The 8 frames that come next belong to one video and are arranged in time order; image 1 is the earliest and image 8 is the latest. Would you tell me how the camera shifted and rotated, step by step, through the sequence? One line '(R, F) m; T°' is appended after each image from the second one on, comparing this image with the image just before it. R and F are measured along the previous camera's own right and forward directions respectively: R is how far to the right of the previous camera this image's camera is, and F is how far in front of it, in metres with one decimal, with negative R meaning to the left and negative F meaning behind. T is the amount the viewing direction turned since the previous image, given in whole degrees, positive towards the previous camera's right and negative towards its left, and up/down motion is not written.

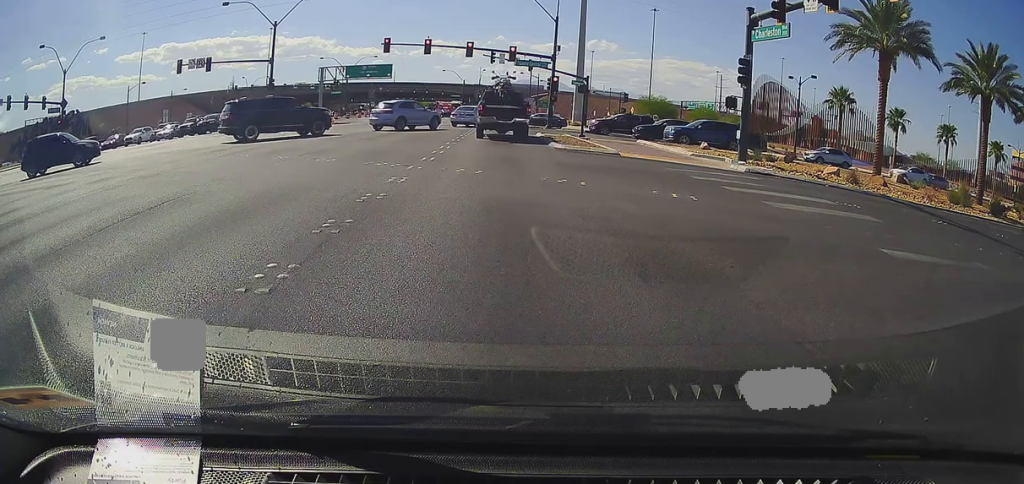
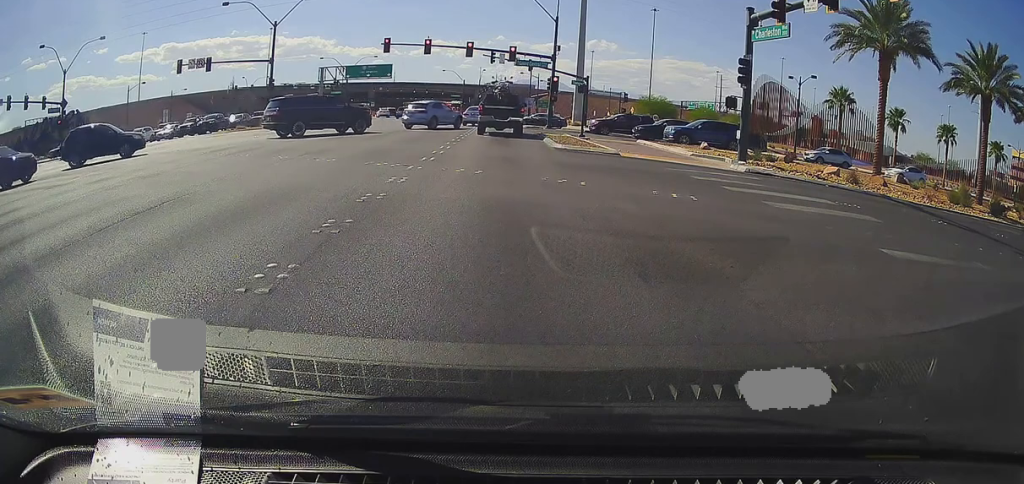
(0.0, 0.0) m; 0°
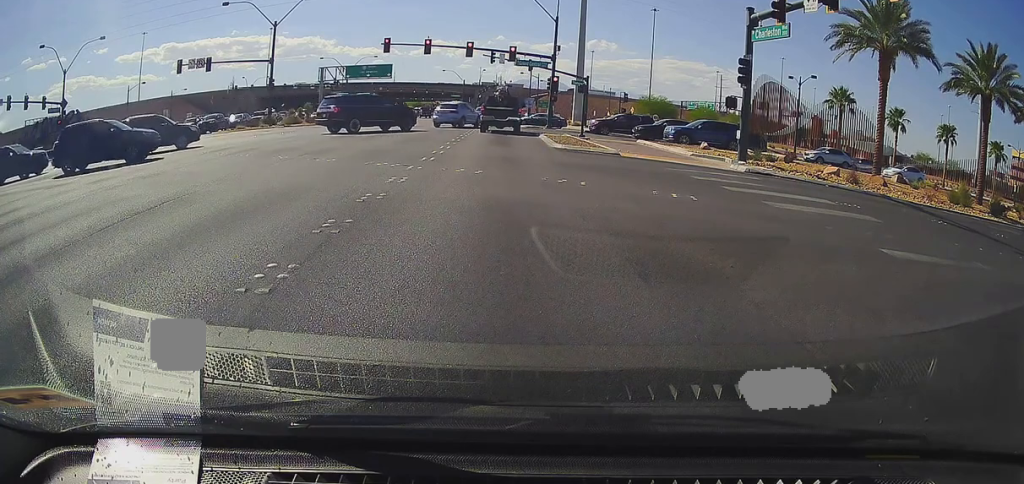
(0.0, 0.0) m; 0°
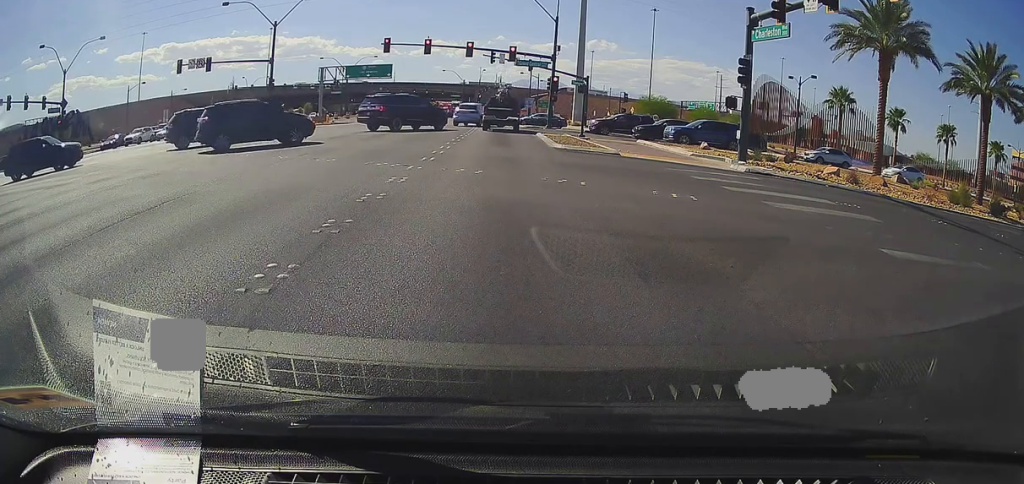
(0.0, 0.0) m; 0°
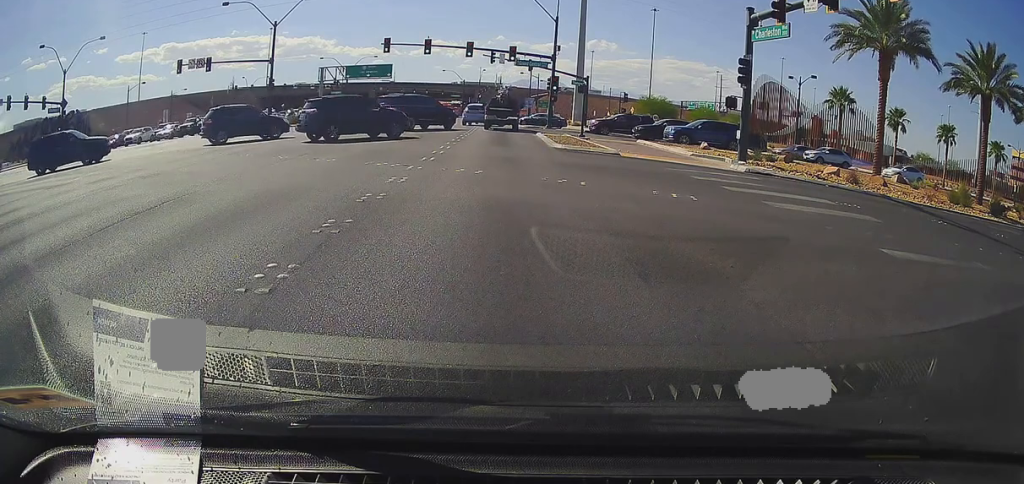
(0.0, 0.0) m; 0°
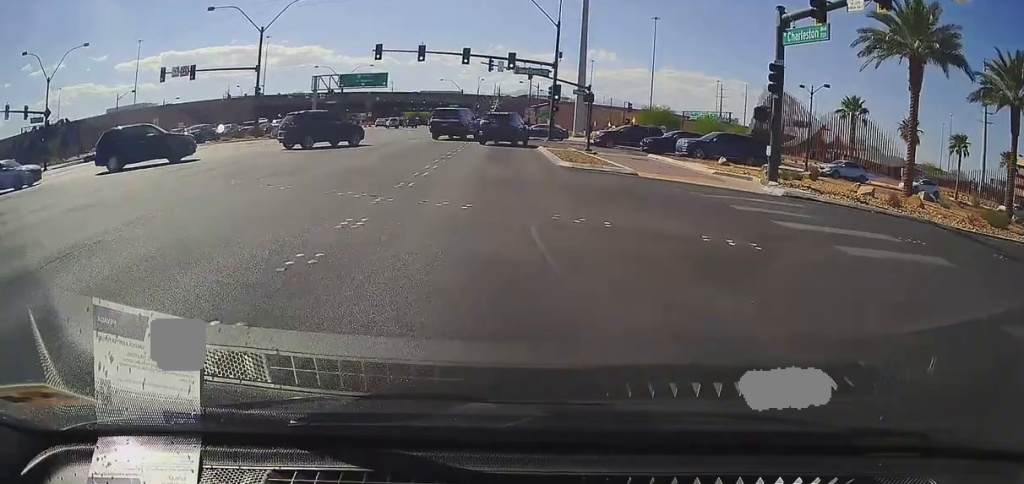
(0.0, +5.9) m; -1°
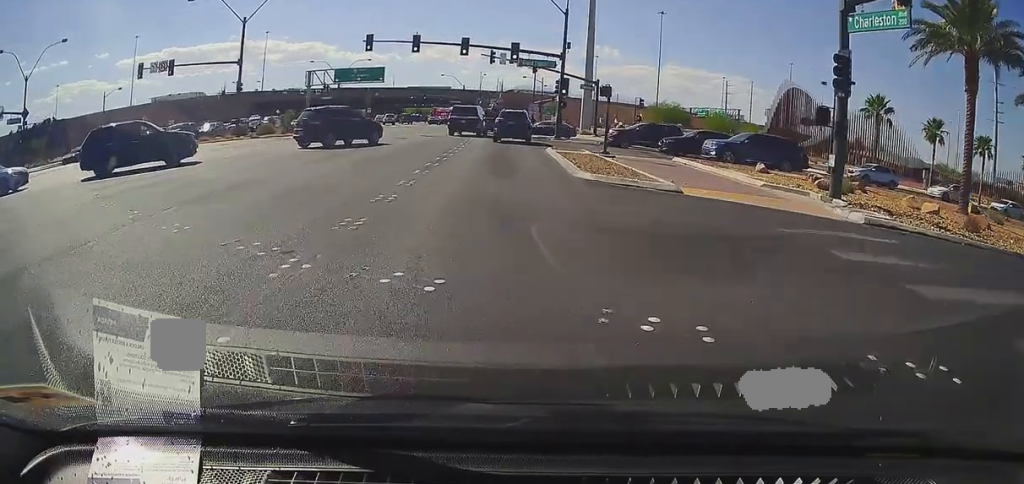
(0.0, +4.0) m; -1°
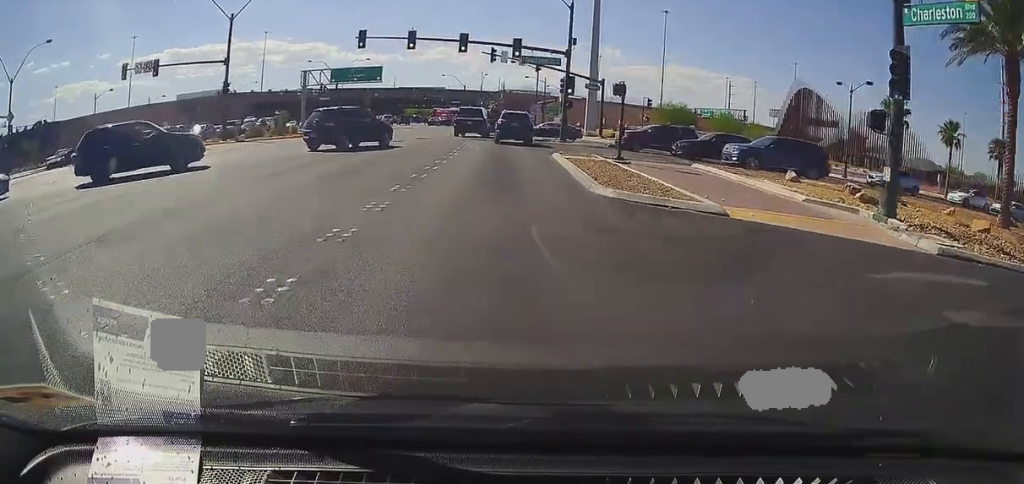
(0.0, +2.2) m; -1°
